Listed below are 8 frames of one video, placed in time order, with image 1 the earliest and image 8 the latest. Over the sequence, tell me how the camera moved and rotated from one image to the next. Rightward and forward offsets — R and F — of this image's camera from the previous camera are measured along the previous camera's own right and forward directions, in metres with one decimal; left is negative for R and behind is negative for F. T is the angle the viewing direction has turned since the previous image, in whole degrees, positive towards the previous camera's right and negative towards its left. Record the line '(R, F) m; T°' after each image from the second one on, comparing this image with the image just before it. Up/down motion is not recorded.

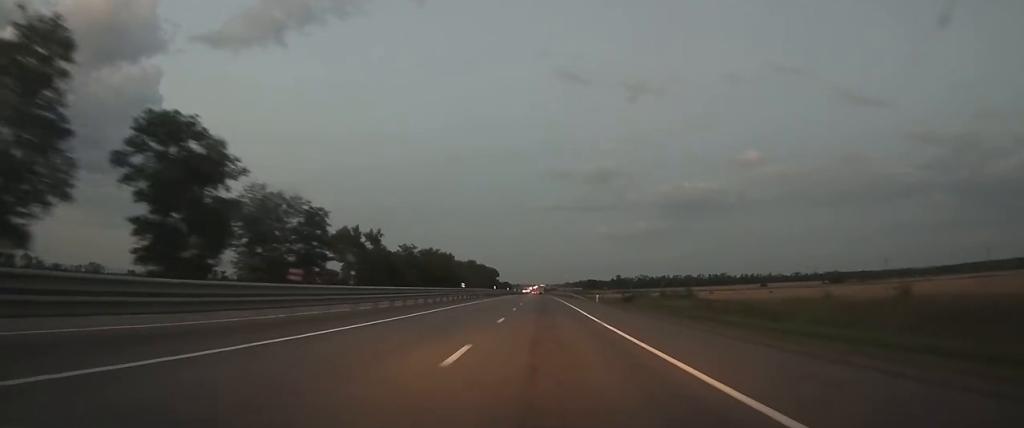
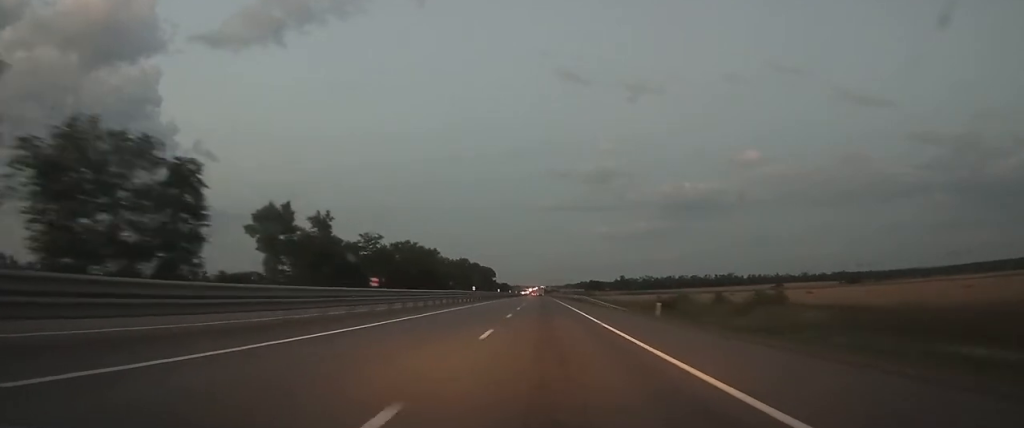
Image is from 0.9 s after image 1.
(0.0, +30.3) m; 0°
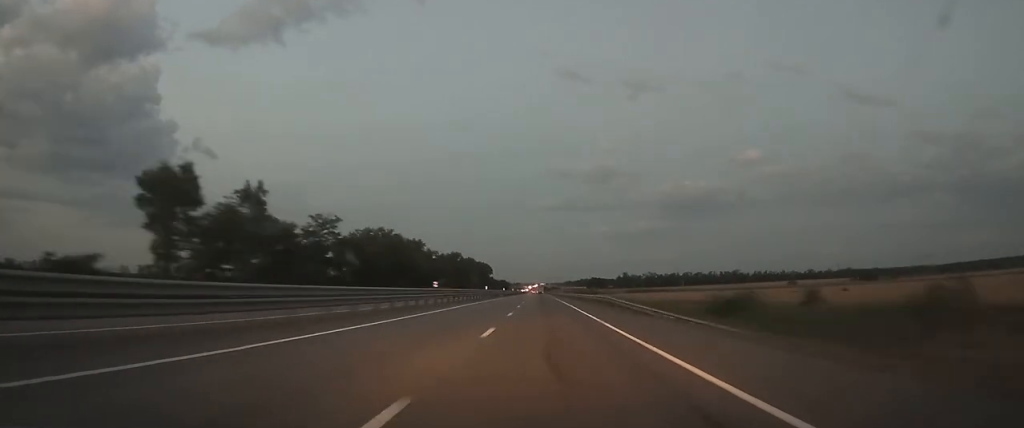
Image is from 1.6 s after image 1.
(0.0, +23.6) m; 0°
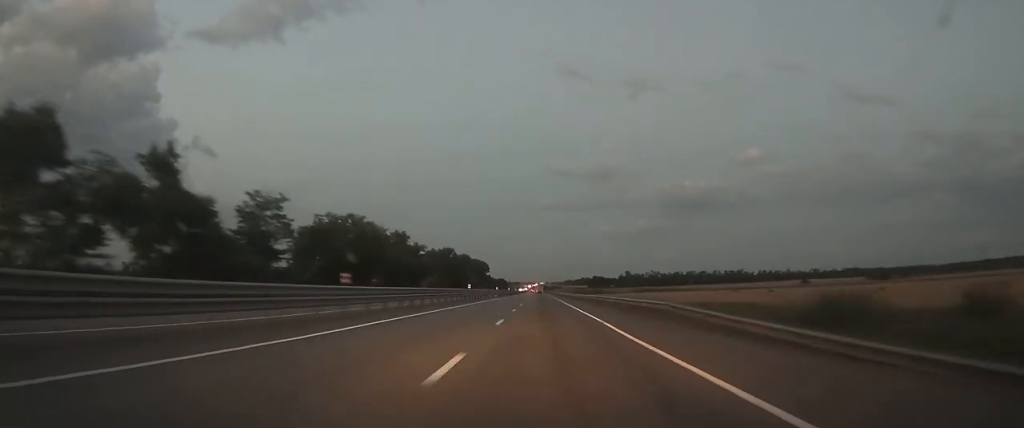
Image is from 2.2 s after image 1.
(0.0, +19.1) m; 0°
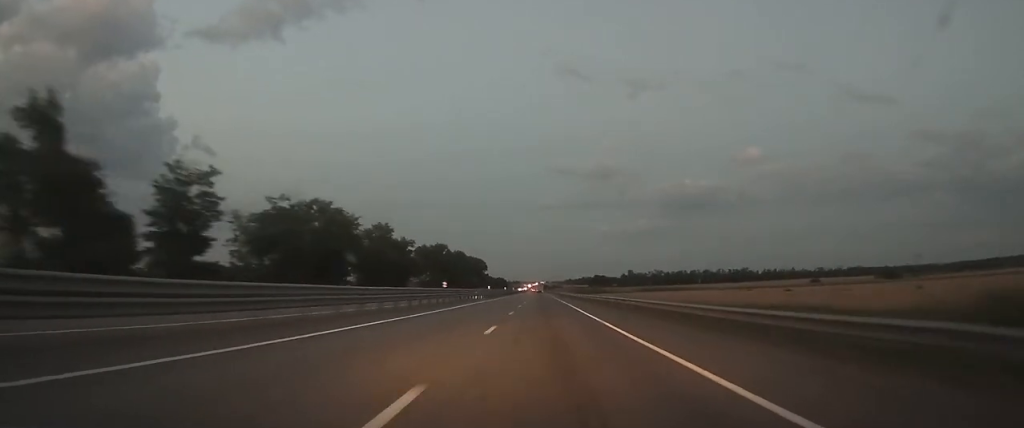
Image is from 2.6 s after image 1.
(0.0, +15.8) m; 0°
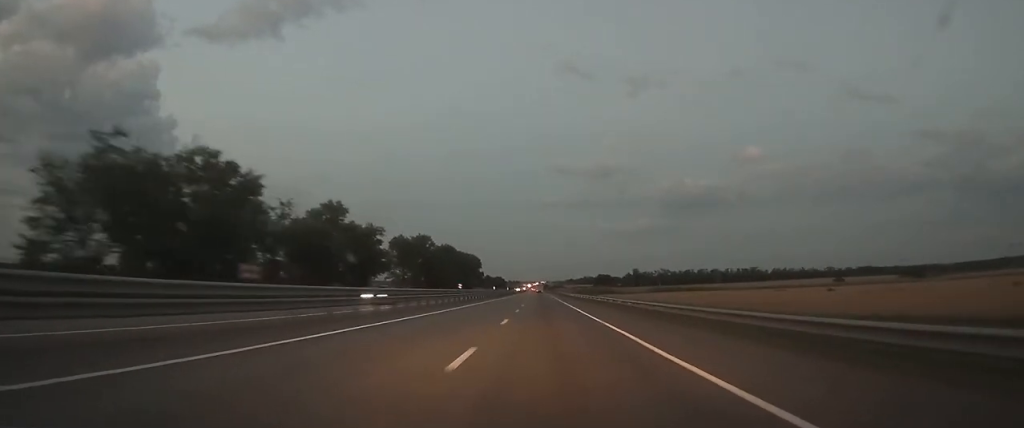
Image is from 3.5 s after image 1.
(0.0, +30.6) m; 0°
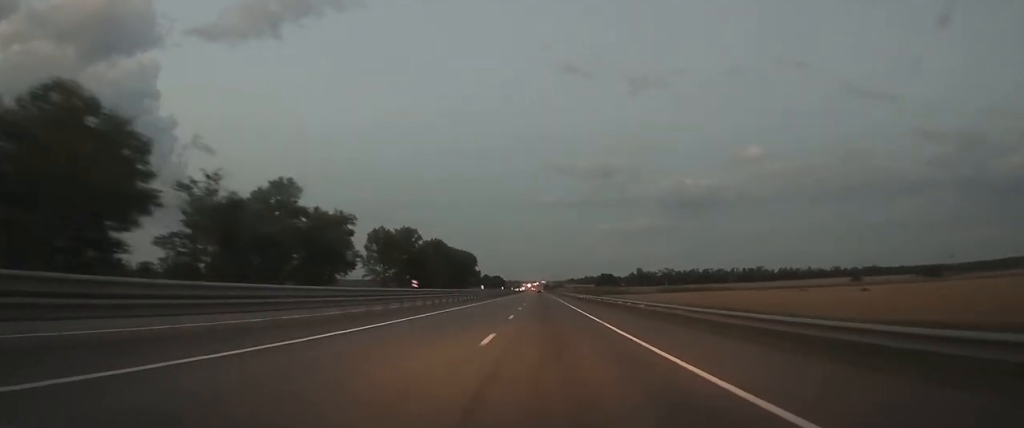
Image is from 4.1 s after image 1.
(0.0, +19.4) m; 0°
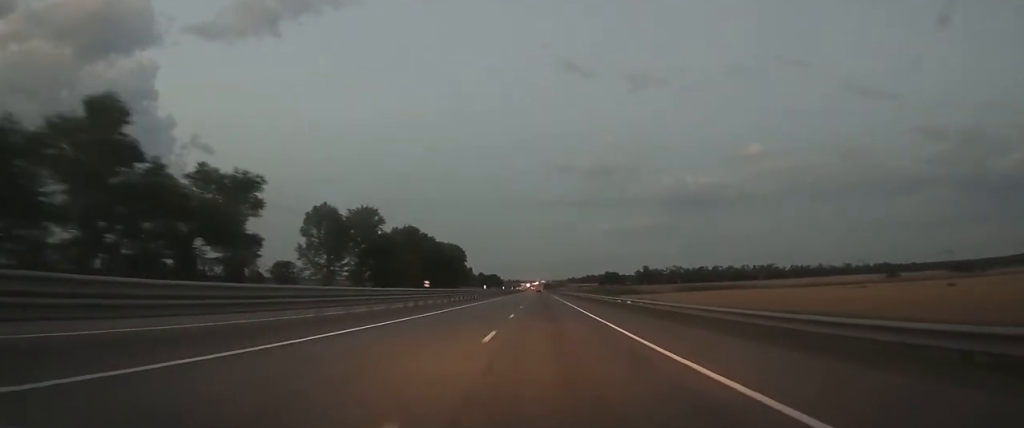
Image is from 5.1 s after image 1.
(0.0, +35.6) m; 0°
